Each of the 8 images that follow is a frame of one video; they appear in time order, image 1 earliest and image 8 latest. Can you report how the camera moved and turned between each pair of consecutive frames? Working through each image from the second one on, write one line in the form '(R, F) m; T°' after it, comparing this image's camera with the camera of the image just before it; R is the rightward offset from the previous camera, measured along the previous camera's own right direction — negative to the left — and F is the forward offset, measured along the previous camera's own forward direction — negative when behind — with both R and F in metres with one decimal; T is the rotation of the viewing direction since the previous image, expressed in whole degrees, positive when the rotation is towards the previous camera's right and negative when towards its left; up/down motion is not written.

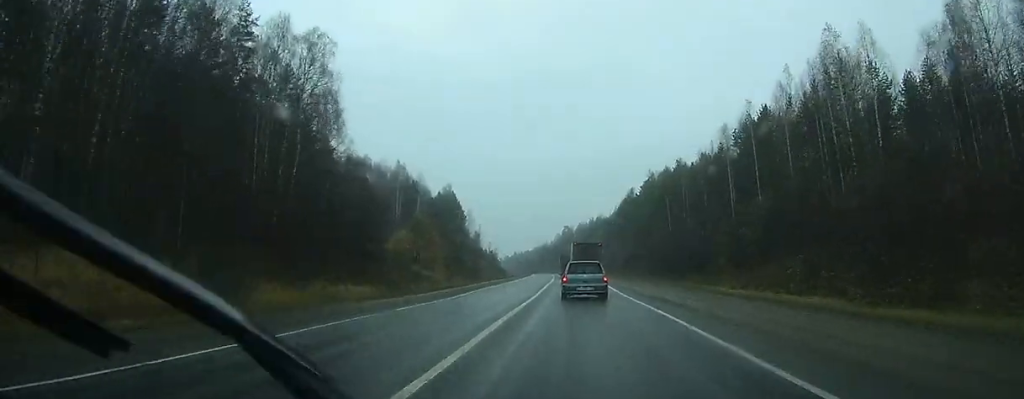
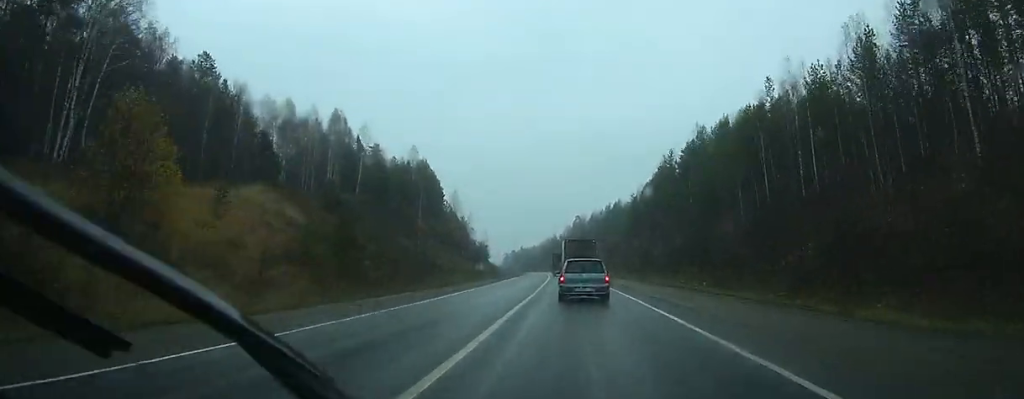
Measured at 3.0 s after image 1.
(-0.1, +53.5) m; -1°
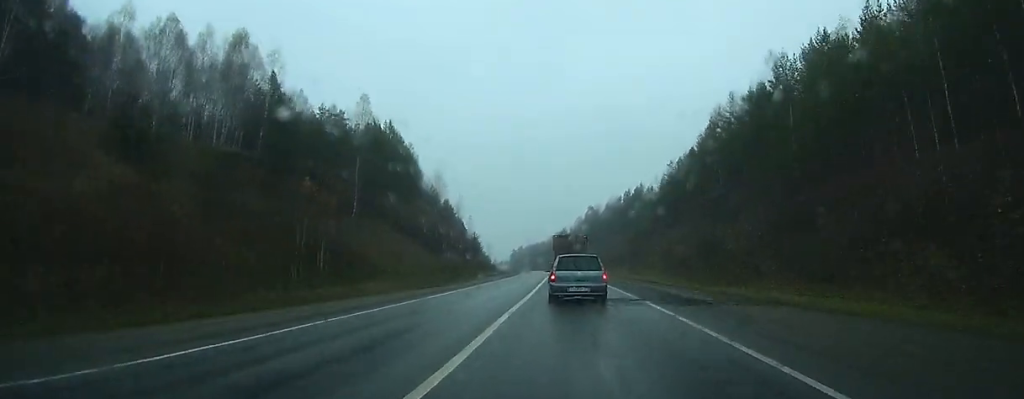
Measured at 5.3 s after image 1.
(-0.4, +40.2) m; -1°
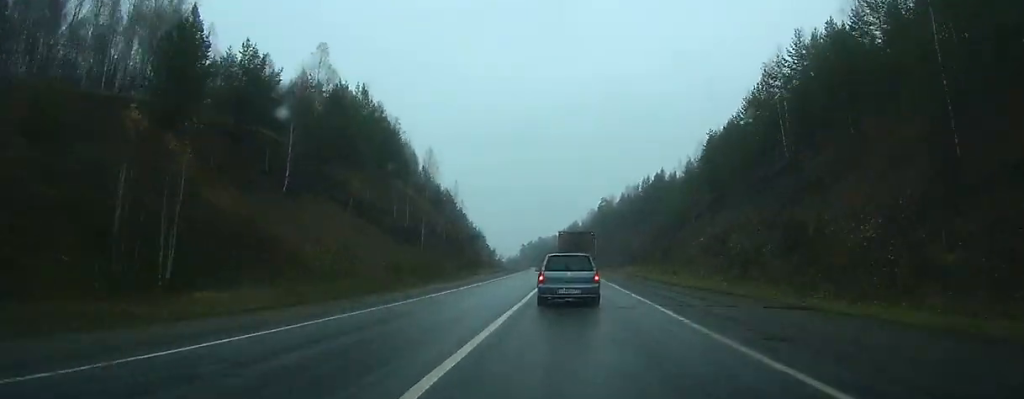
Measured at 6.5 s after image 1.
(-0.2, +23.7) m; -1°
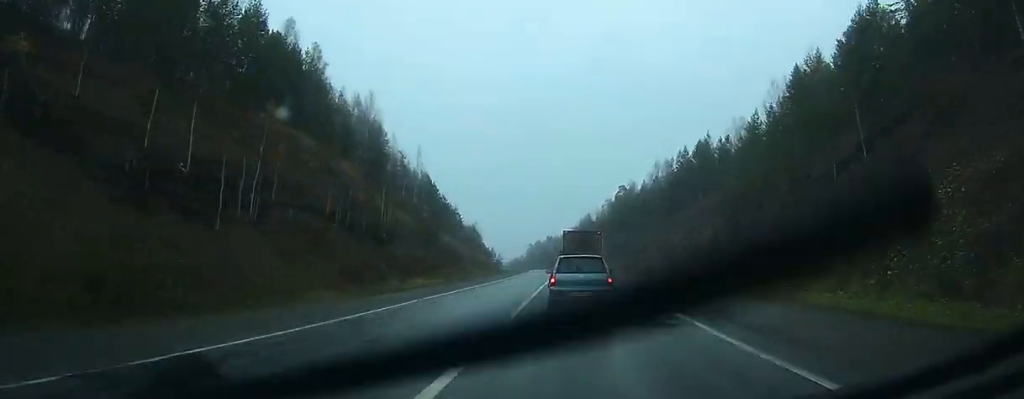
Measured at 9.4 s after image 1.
(-0.7, +53.6) m; -1°
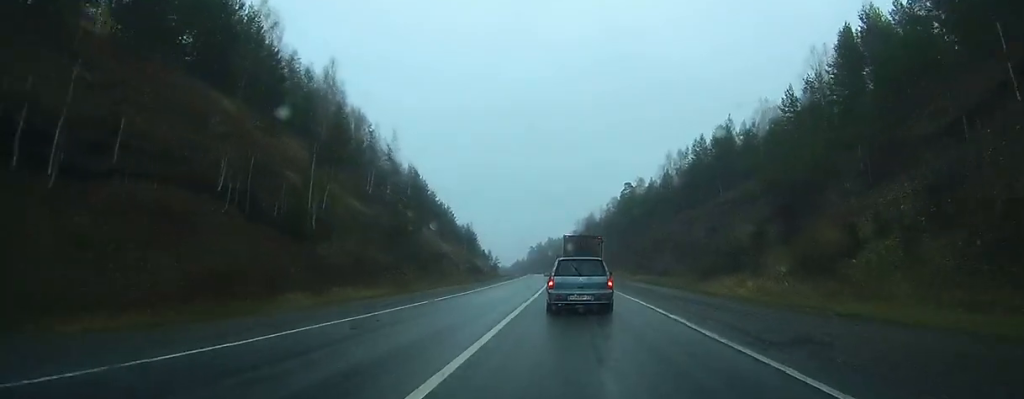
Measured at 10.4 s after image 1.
(-0.1, +17.7) m; -1°
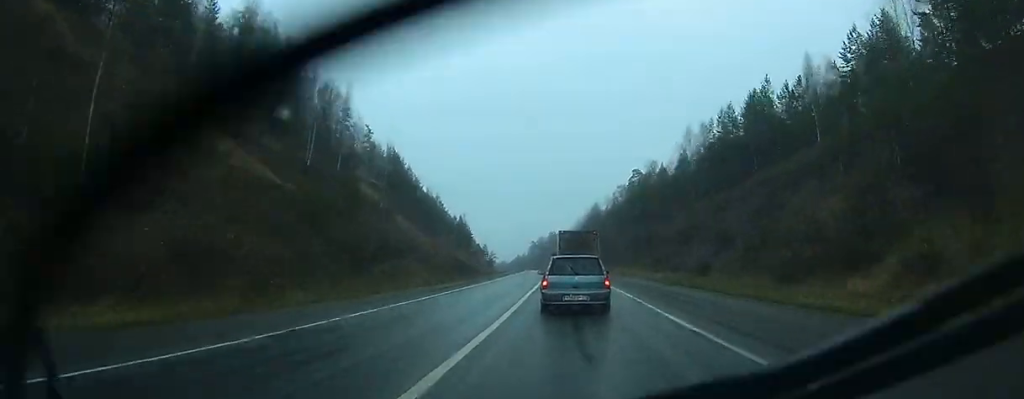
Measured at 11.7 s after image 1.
(+0.1, +22.2) m; -1°
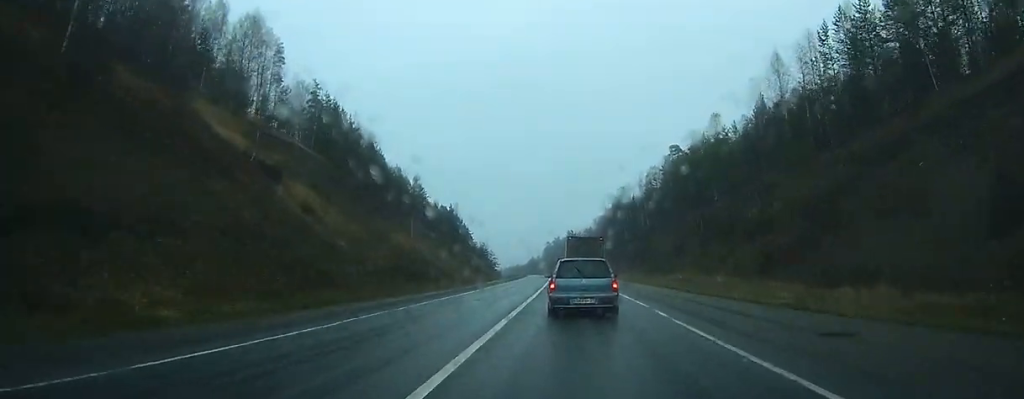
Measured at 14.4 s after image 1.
(-1.3, +46.3) m; -2°
